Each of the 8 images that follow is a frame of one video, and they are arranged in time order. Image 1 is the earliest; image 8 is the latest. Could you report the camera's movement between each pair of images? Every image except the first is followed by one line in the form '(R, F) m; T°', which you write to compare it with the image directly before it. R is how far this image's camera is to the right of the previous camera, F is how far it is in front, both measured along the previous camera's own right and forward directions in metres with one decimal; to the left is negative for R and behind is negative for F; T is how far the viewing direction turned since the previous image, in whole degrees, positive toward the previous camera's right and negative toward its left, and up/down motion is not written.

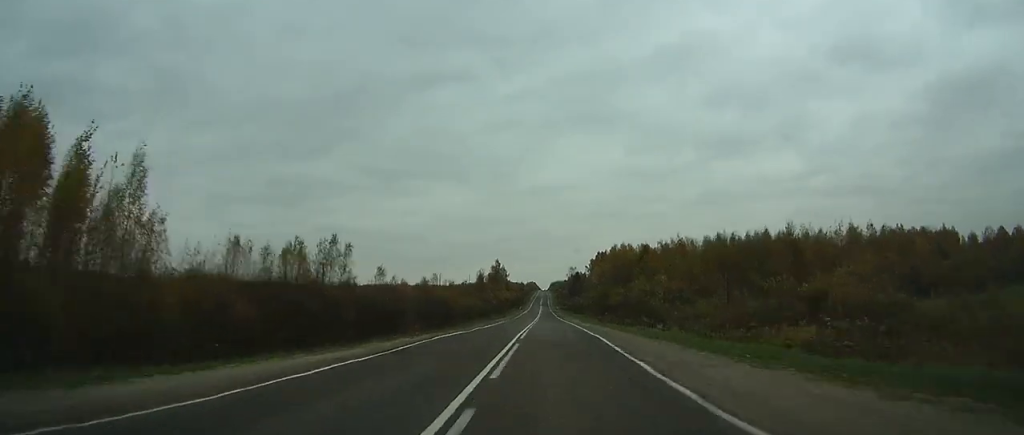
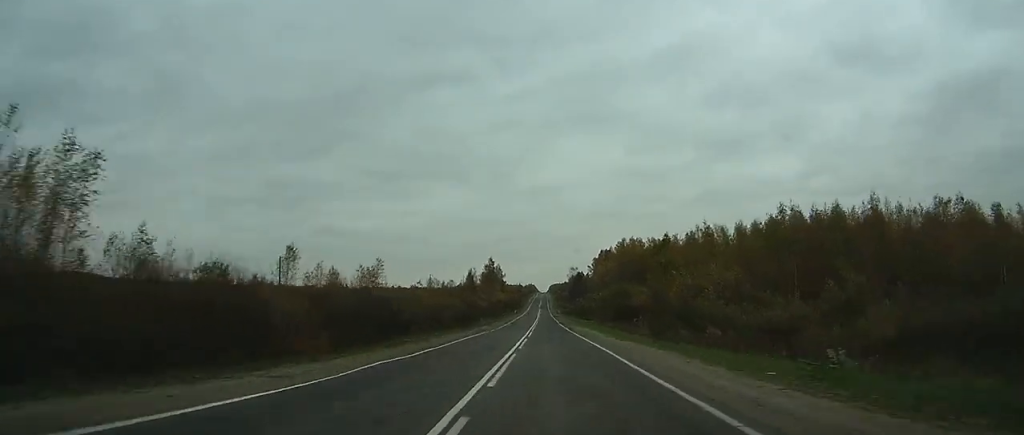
(0.0, +25.4) m; 0°
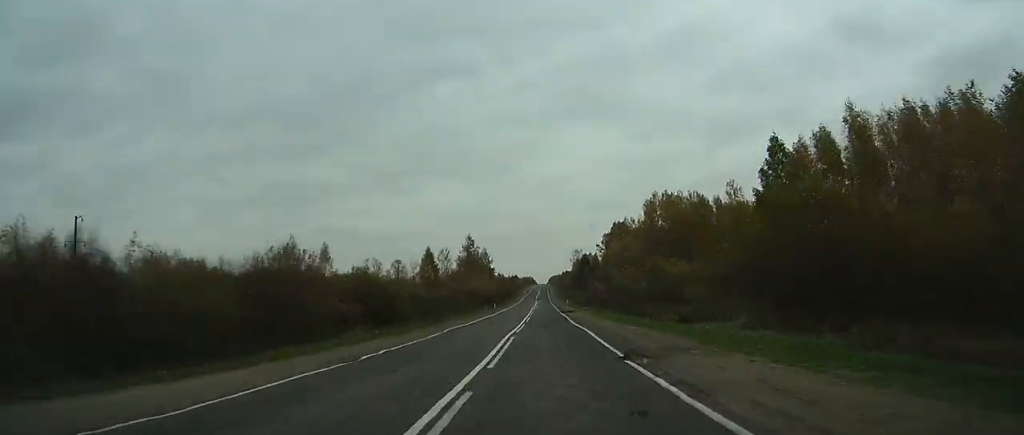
(-0.2, +60.7) m; 0°
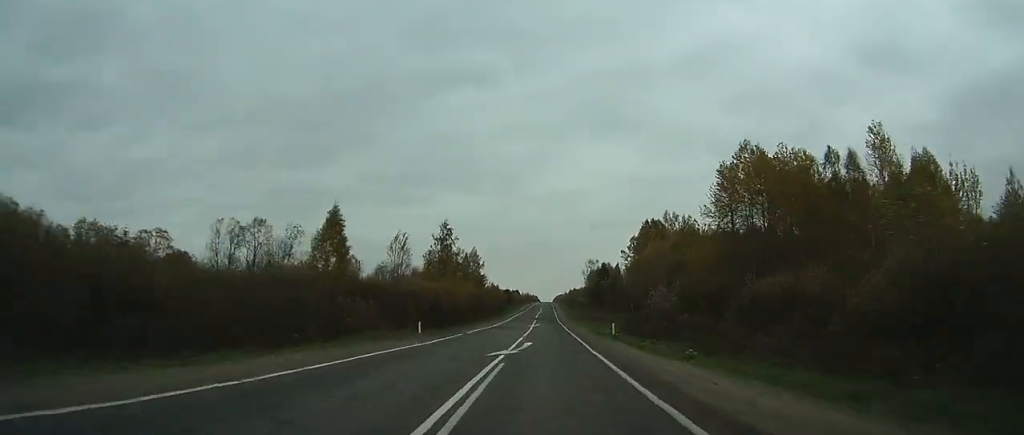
(-0.2, +54.1) m; 0°
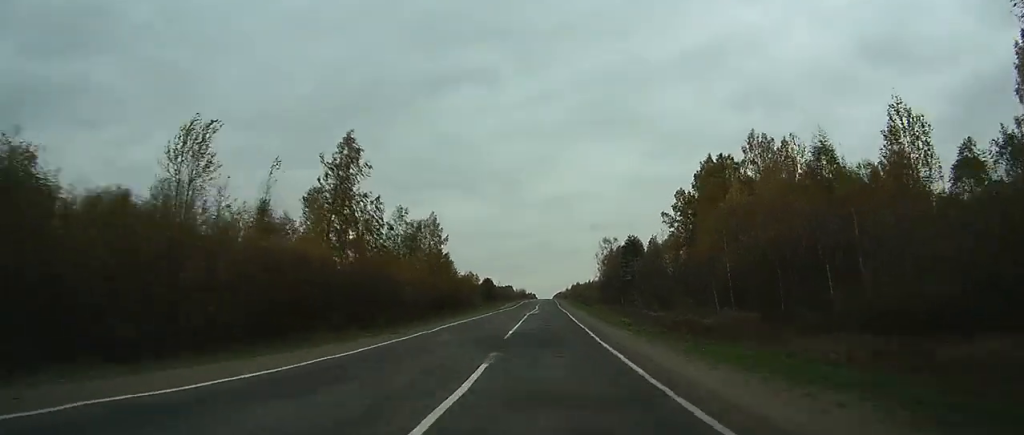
(-0.1, +61.8) m; 0°
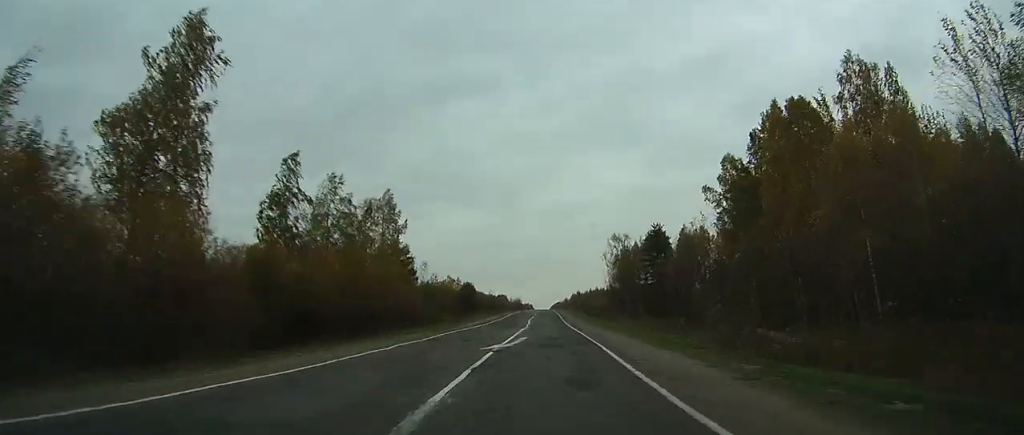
(0.0, +31.0) m; 0°
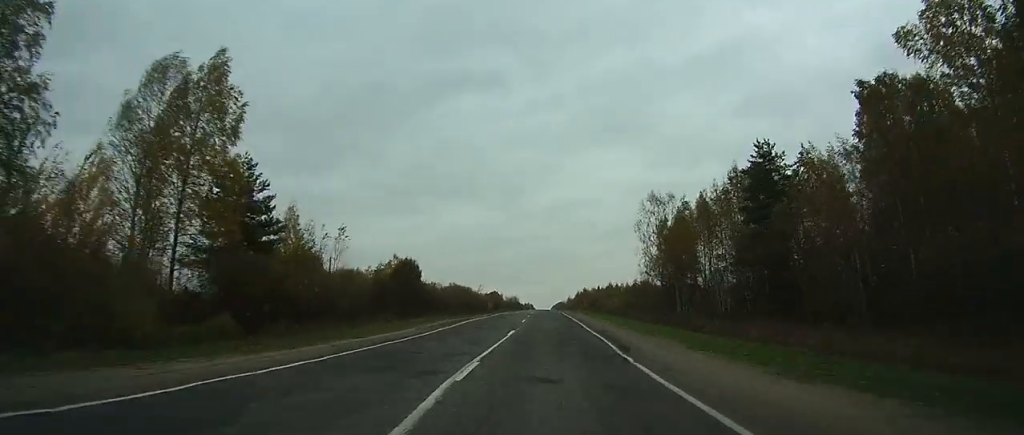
(0.0, +48.7) m; 0°
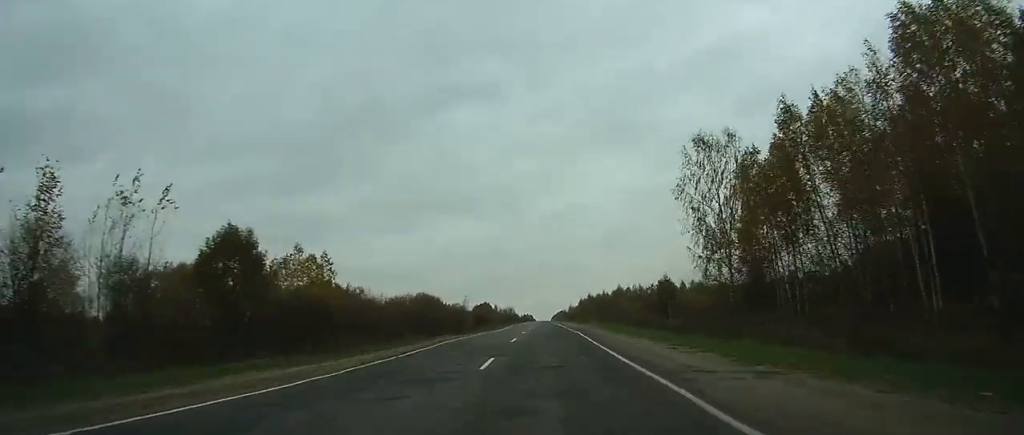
(0.0, +34.5) m; 0°
